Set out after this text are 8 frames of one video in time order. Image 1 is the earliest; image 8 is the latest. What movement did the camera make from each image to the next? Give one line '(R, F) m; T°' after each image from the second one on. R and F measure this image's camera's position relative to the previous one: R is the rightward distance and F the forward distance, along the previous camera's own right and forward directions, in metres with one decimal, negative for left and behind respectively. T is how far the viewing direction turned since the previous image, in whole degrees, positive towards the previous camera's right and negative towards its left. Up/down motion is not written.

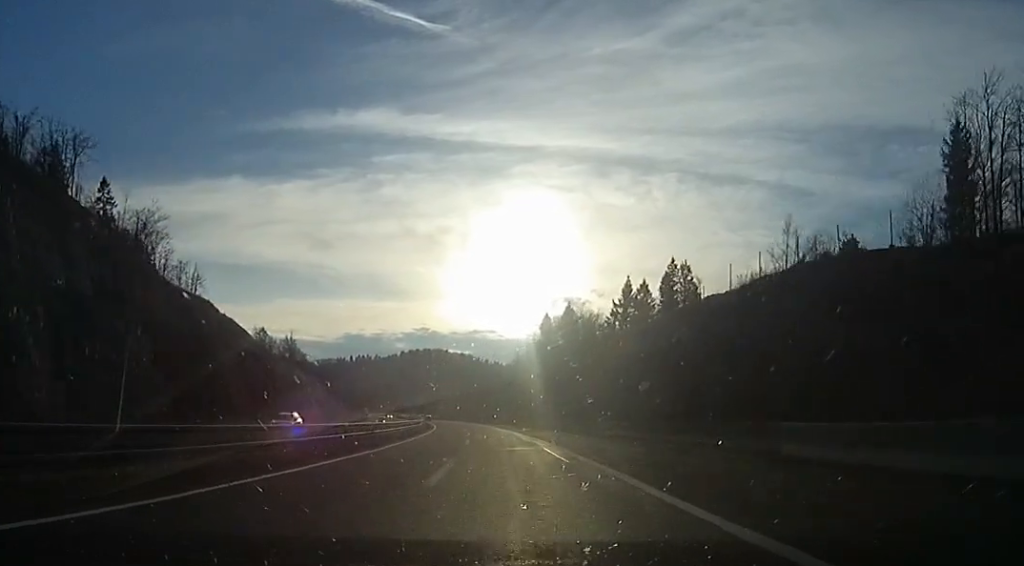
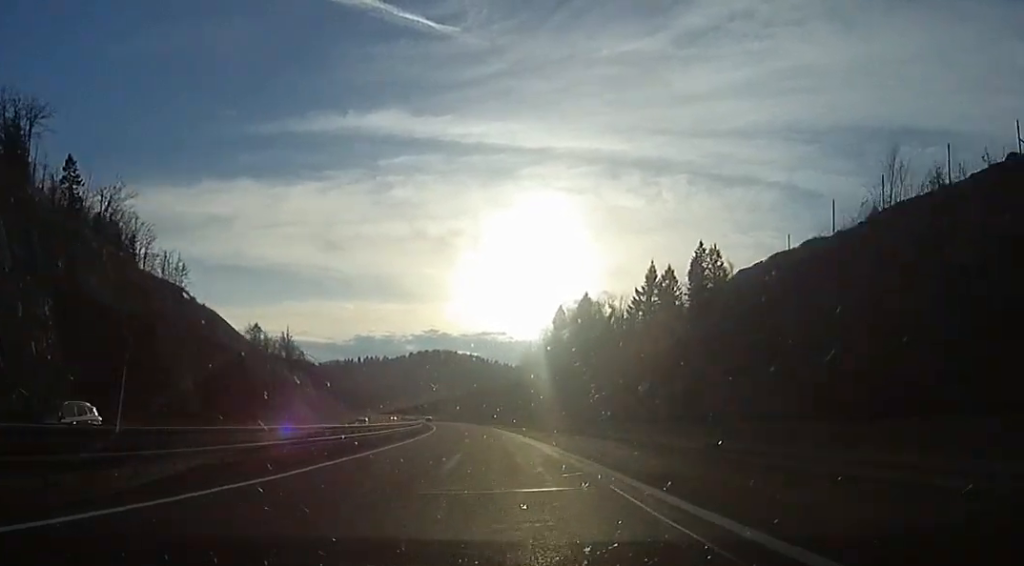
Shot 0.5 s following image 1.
(-0.3, +13.4) m; -1°
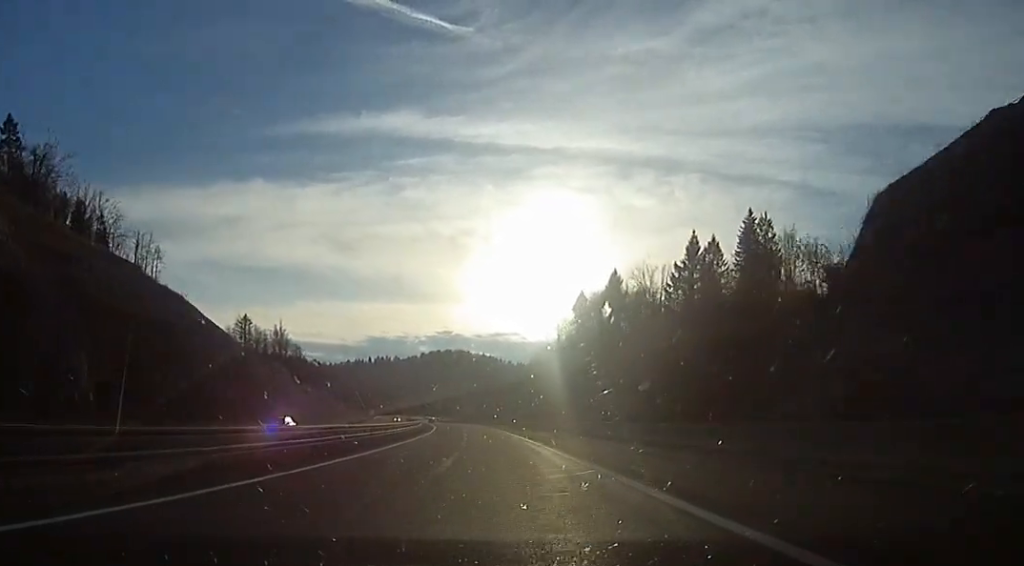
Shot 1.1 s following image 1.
(0.0, +18.7) m; 0°
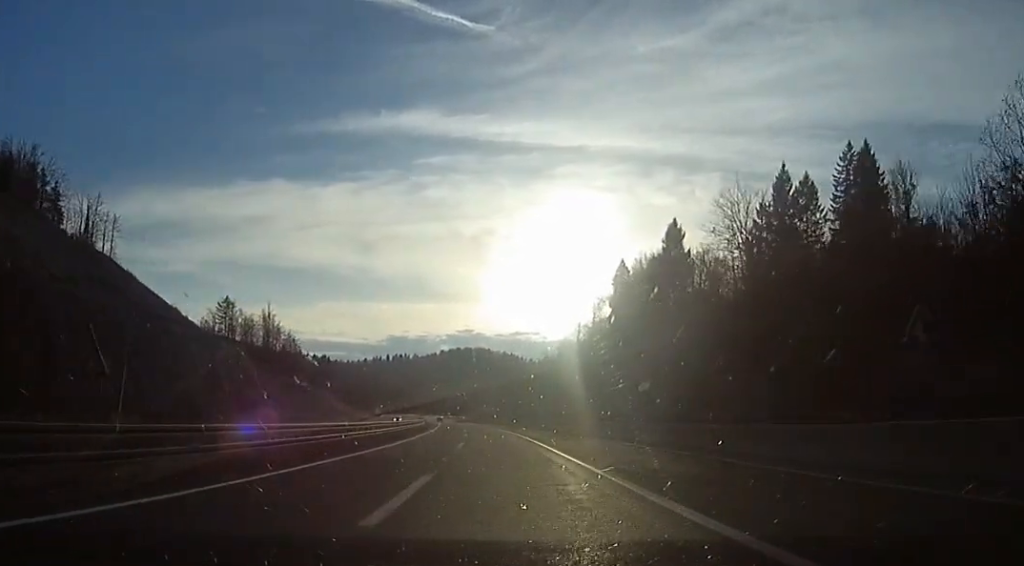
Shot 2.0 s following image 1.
(0.0, +25.9) m; 0°
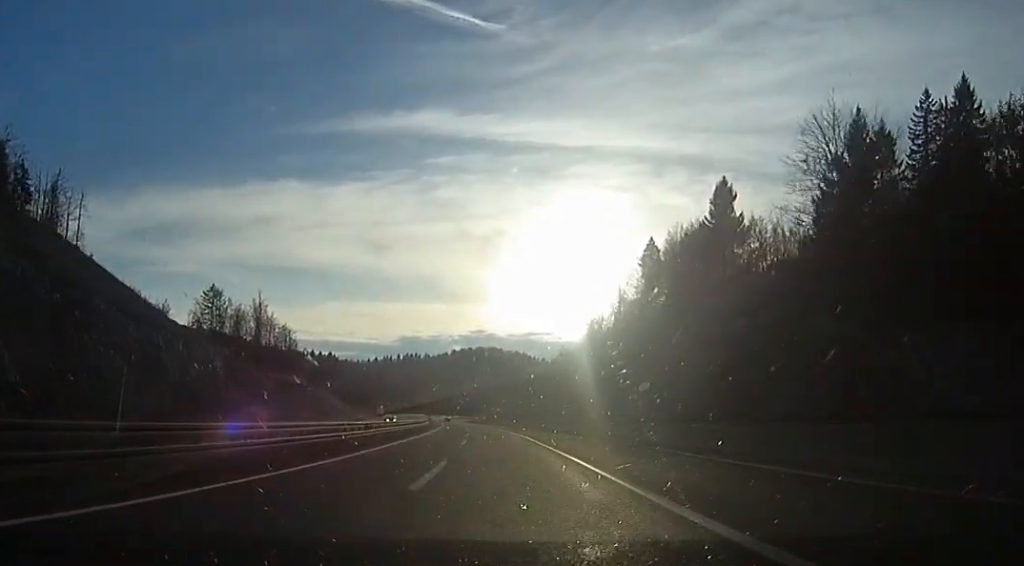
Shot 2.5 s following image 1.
(0.0, +14.4) m; -1°
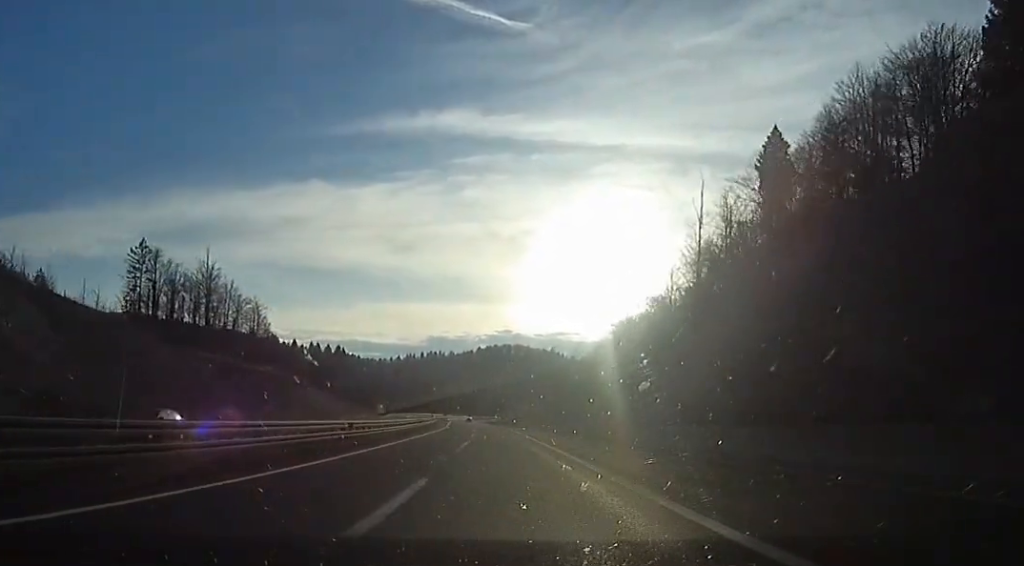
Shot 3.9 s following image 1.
(-1.8, +40.2) m; -6°
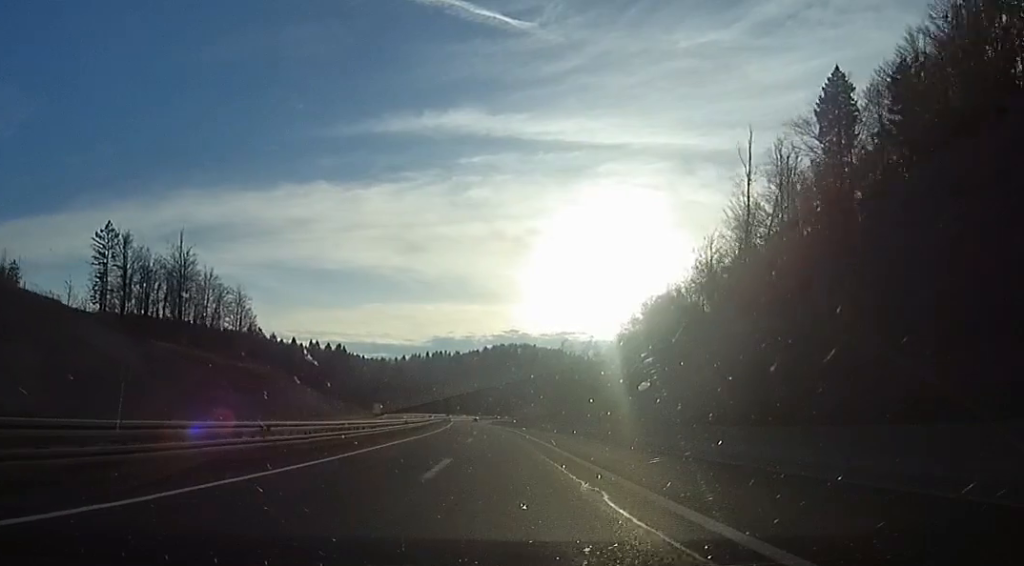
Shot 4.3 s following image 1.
(-0.3, +12.0) m; -2°
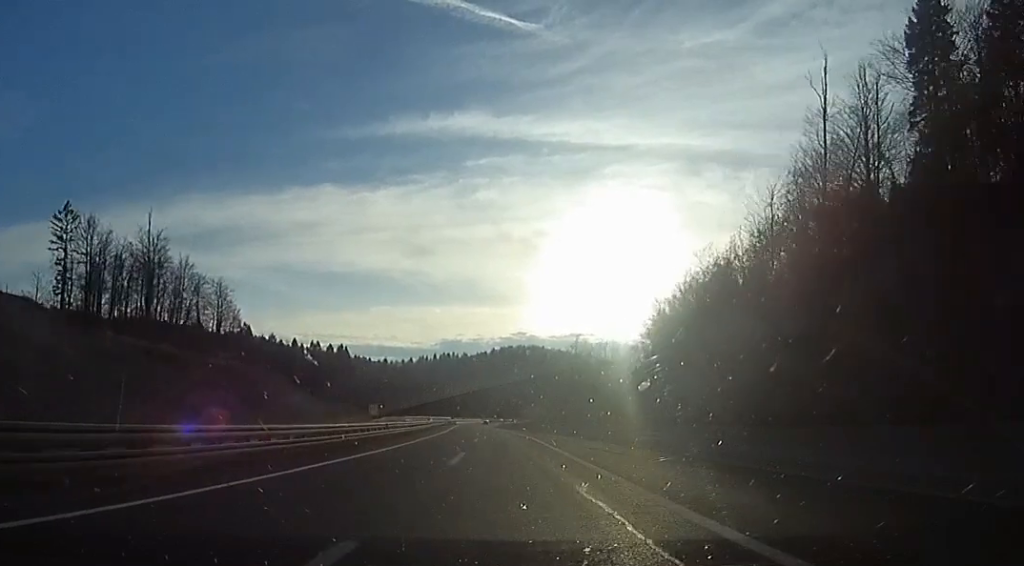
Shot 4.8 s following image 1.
(0.0, +12.5) m; 0°
